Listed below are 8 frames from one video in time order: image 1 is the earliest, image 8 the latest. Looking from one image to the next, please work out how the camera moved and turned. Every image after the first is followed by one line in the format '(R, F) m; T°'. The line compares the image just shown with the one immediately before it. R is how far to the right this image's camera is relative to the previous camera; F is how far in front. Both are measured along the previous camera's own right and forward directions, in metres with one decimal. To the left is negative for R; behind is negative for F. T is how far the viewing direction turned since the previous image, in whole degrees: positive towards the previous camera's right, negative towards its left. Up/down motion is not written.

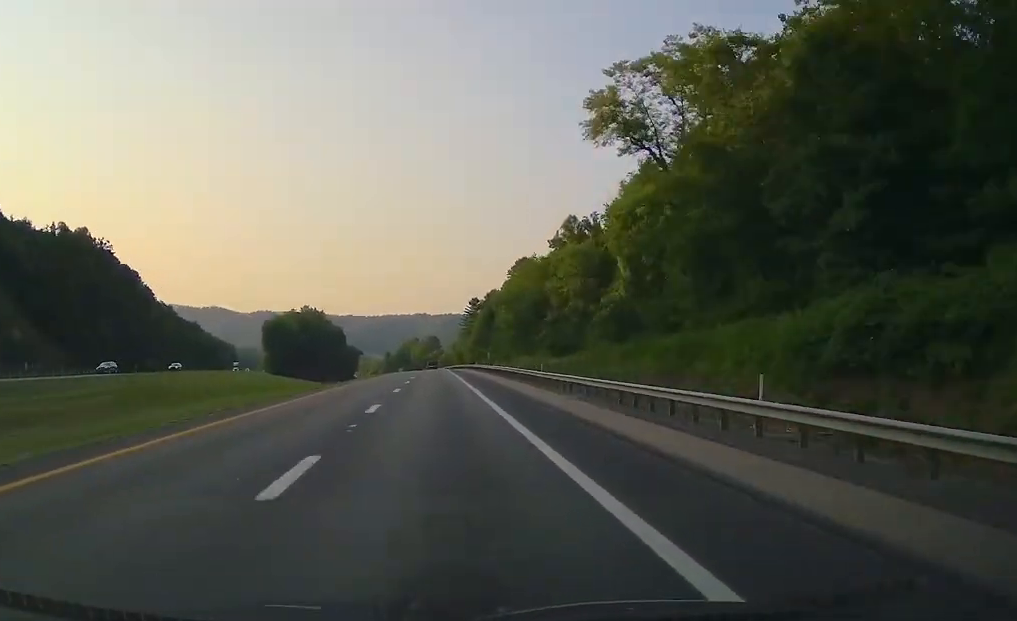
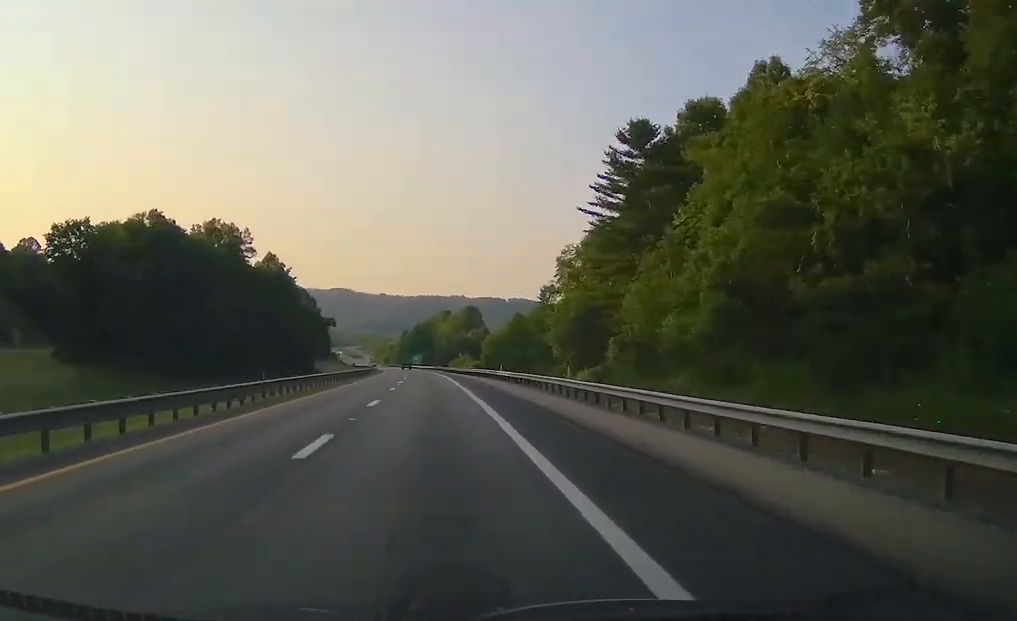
(-3.8, +166.1) m; -4°
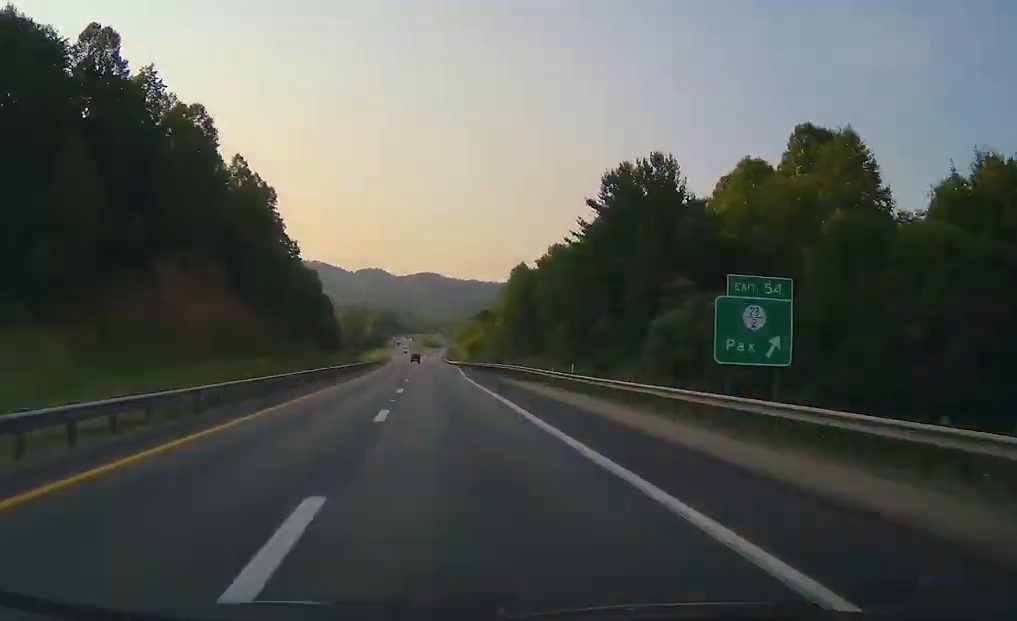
(-13.8, +229.9) m; -6°
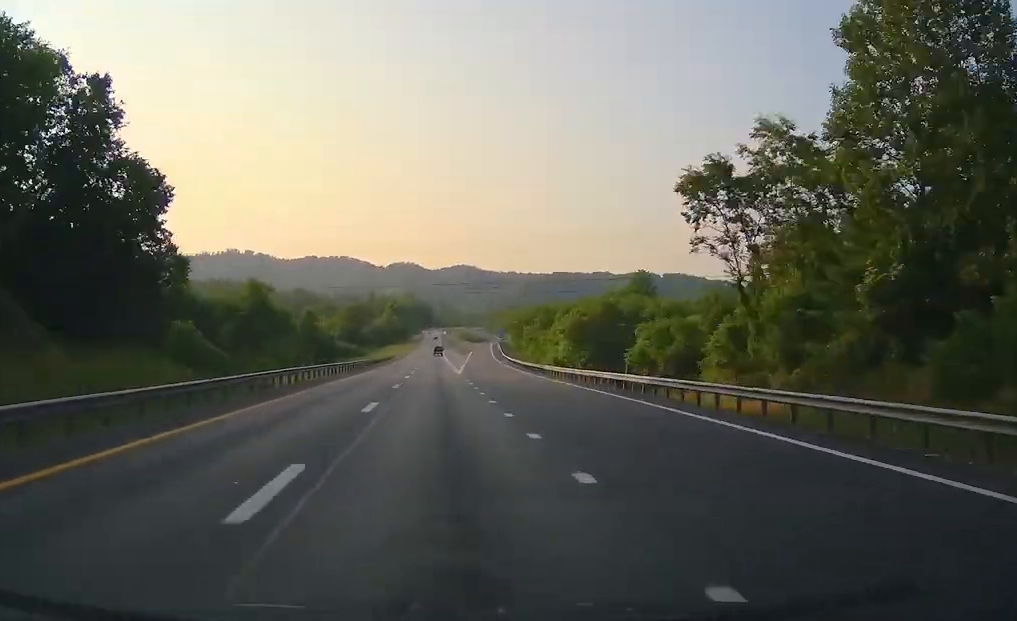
(-2.7, +112.8) m; -2°
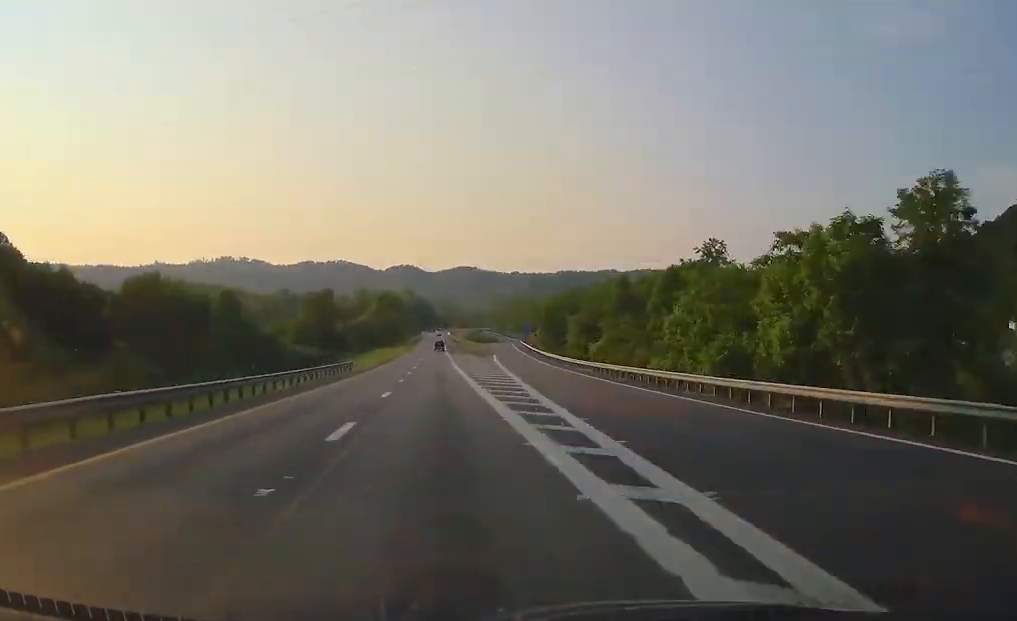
(-0.6, +62.1) m; 0°
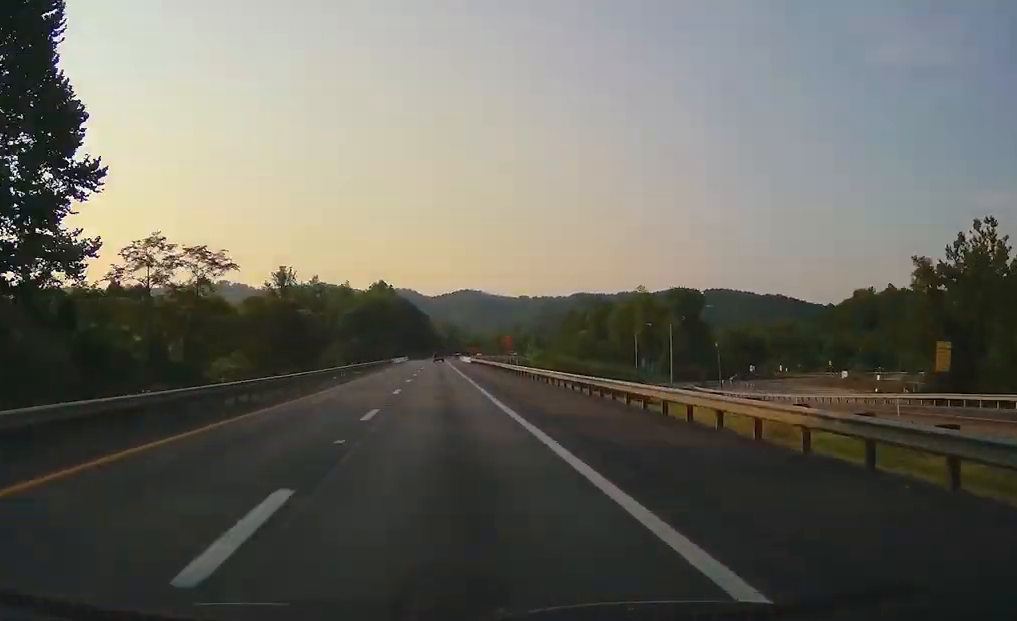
(-0.6, +192.6) m; 0°
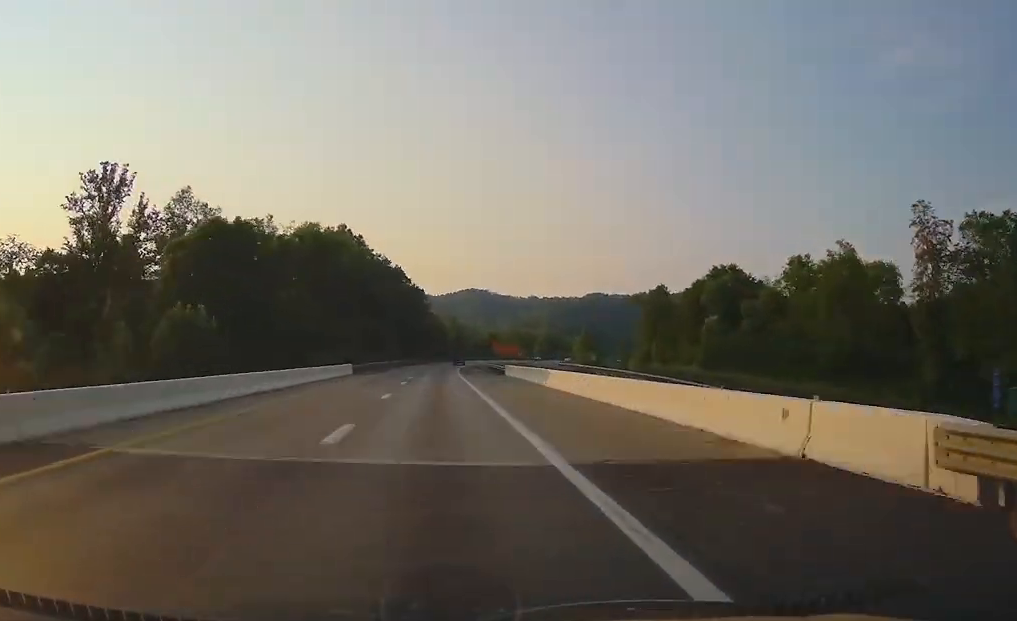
(+0.1, +98.4) m; +1°
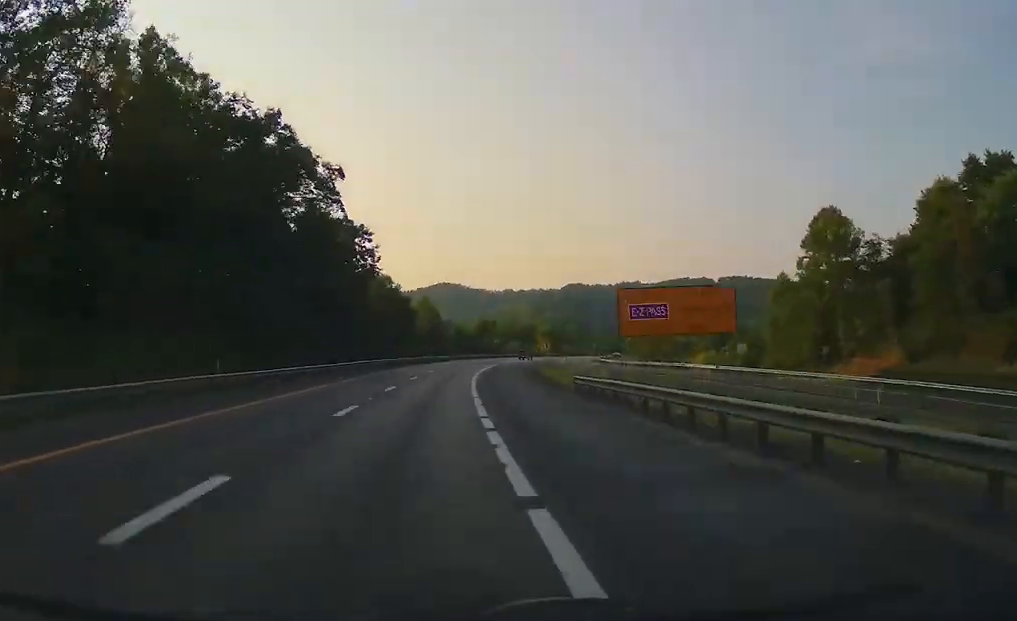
(+0.4, +74.9) m; +2°
